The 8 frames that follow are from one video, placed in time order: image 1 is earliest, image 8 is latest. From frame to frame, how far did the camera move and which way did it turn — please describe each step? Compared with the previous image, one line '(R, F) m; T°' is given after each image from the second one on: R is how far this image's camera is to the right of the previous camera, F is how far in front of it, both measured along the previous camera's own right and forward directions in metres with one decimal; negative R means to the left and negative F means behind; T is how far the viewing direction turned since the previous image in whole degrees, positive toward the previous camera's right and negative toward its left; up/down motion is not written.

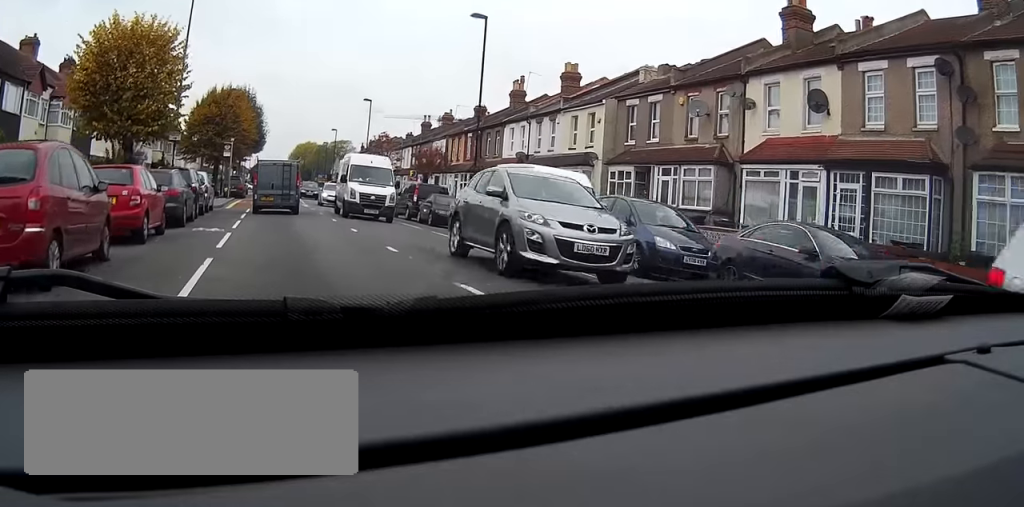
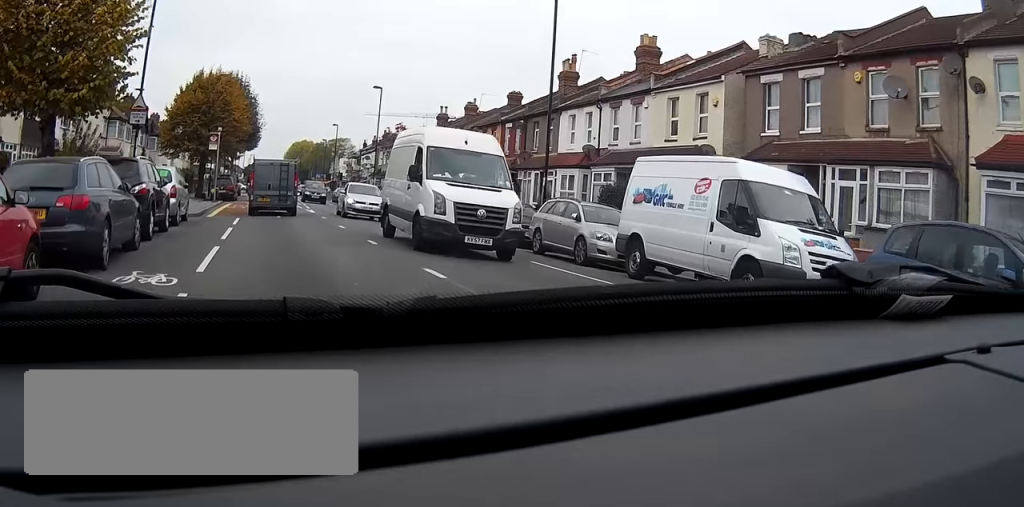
(+0.1, +9.6) m; +1°
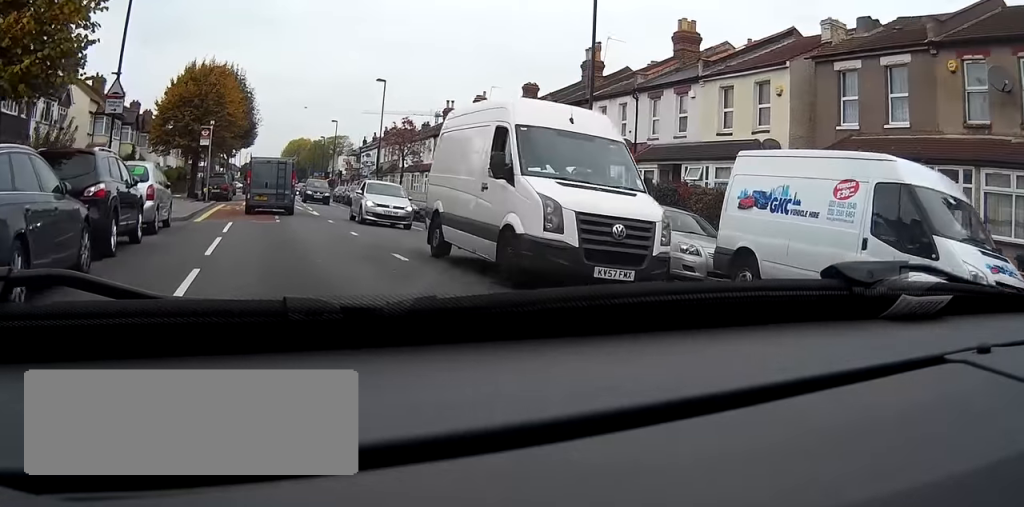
(0.0, +3.7) m; 0°
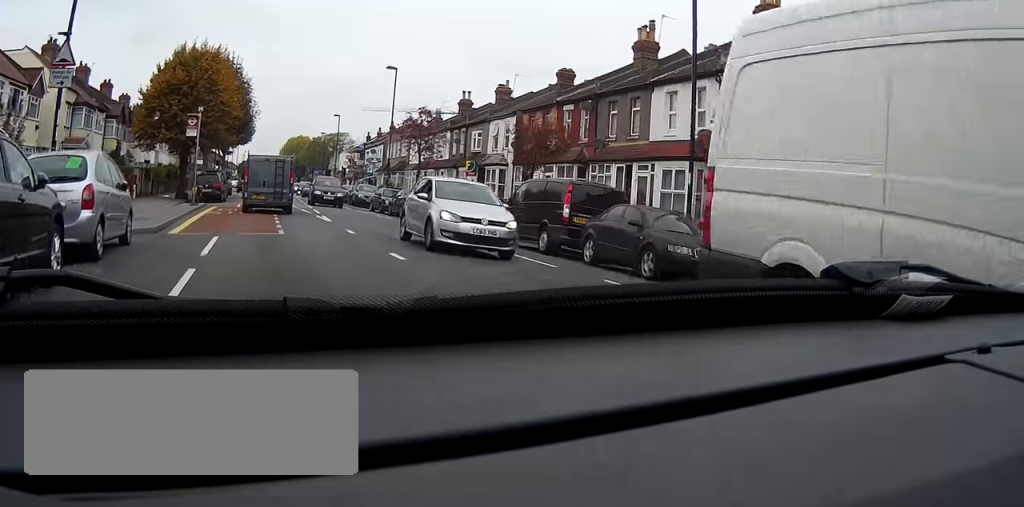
(+0.1, +6.0) m; 0°
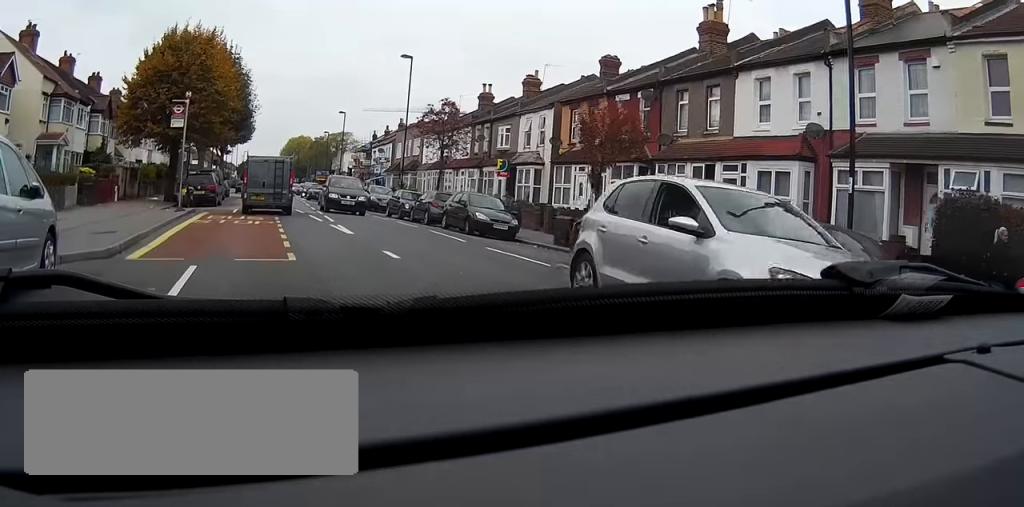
(0.0, +5.6) m; +1°
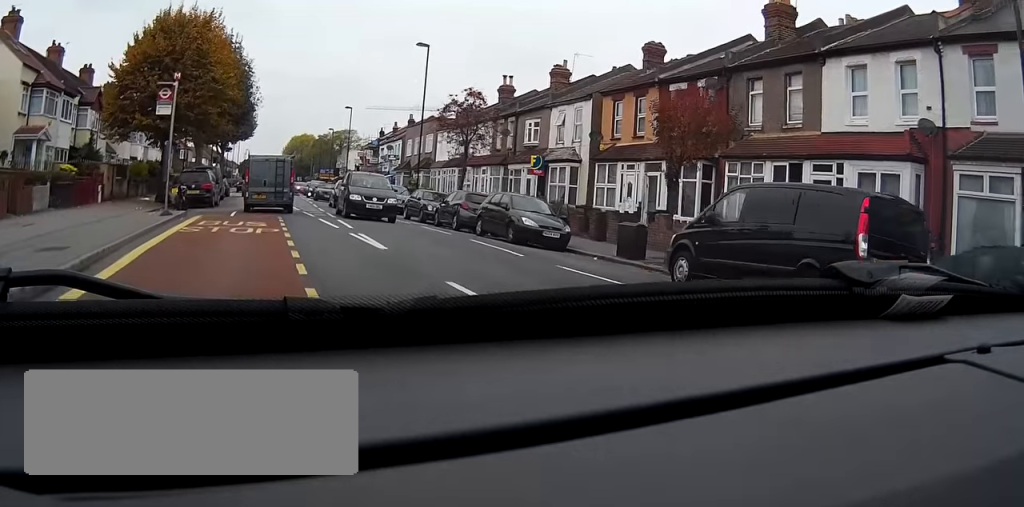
(0.0, +4.3) m; 0°
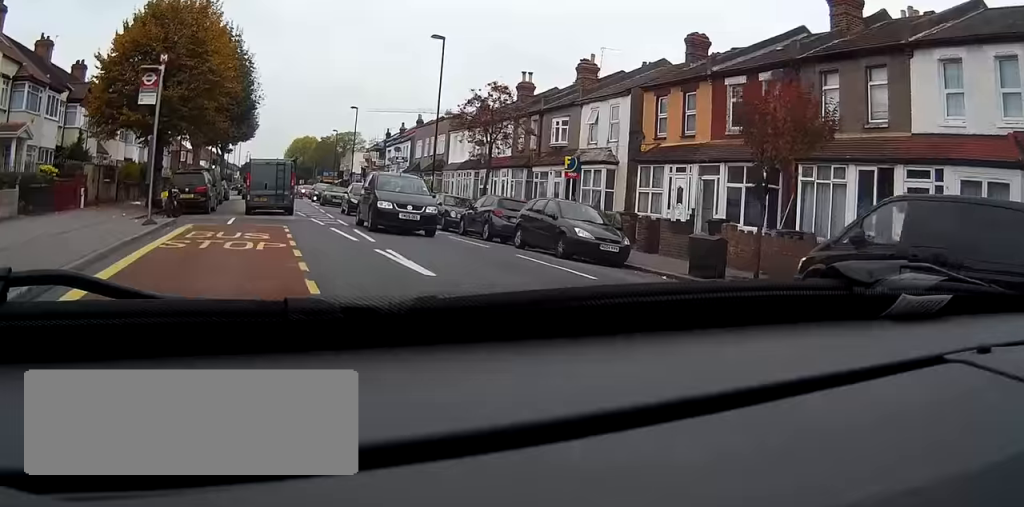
(0.0, +3.6) m; 0°
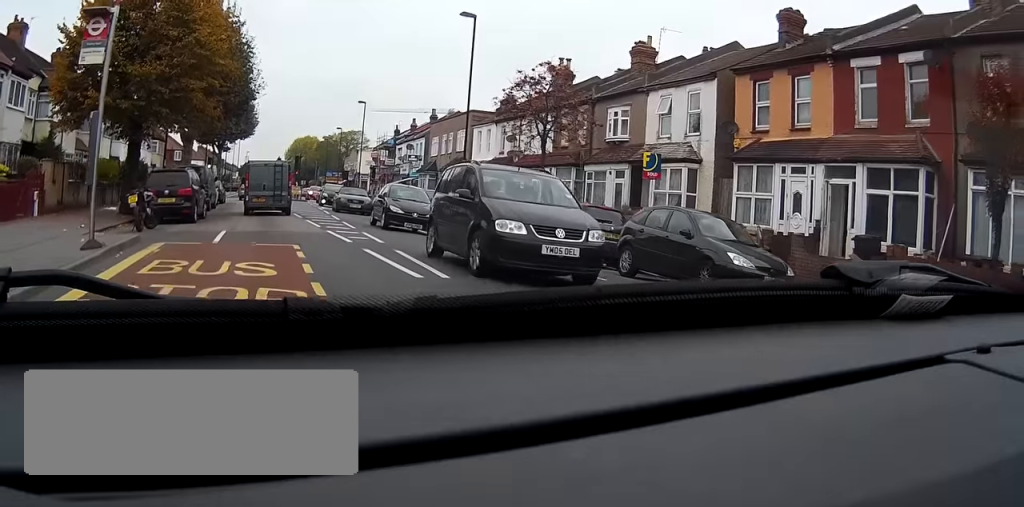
(0.0, +6.2) m; 0°
